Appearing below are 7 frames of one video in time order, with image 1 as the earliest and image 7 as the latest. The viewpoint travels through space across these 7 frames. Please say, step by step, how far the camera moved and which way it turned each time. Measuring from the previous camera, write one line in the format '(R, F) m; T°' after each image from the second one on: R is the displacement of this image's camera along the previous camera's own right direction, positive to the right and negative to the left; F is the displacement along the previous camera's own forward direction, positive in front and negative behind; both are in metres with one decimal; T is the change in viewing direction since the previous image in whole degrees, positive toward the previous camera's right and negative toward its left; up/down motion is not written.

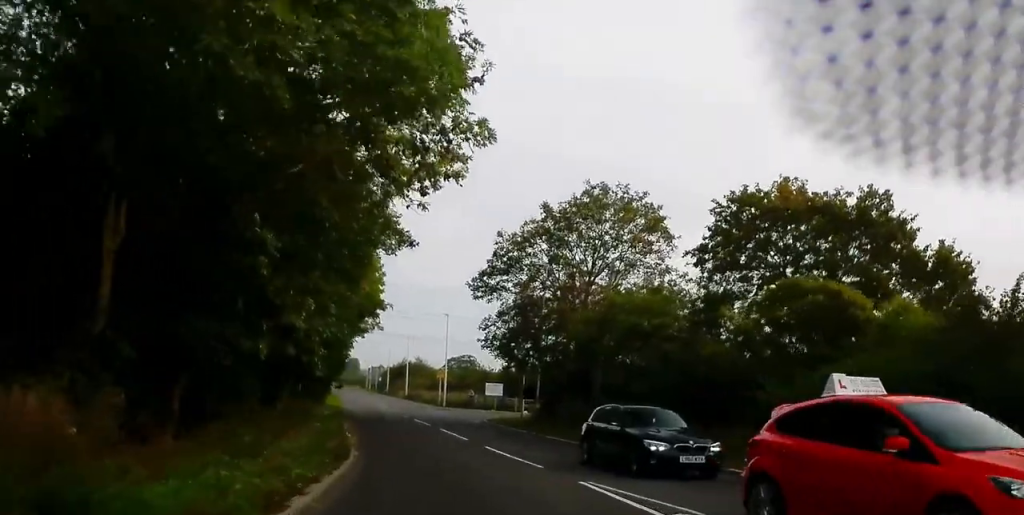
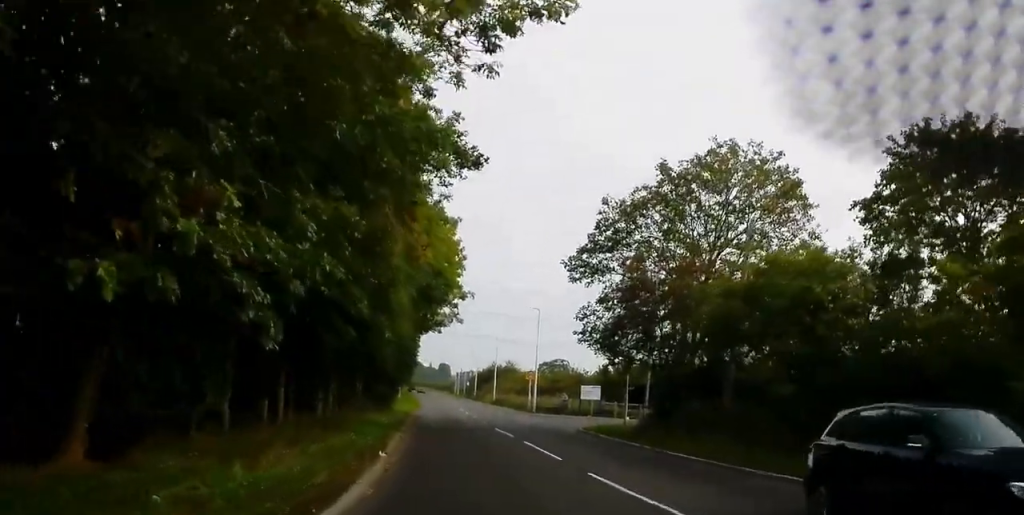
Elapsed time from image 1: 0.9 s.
(-0.3, +7.4) m; -4°
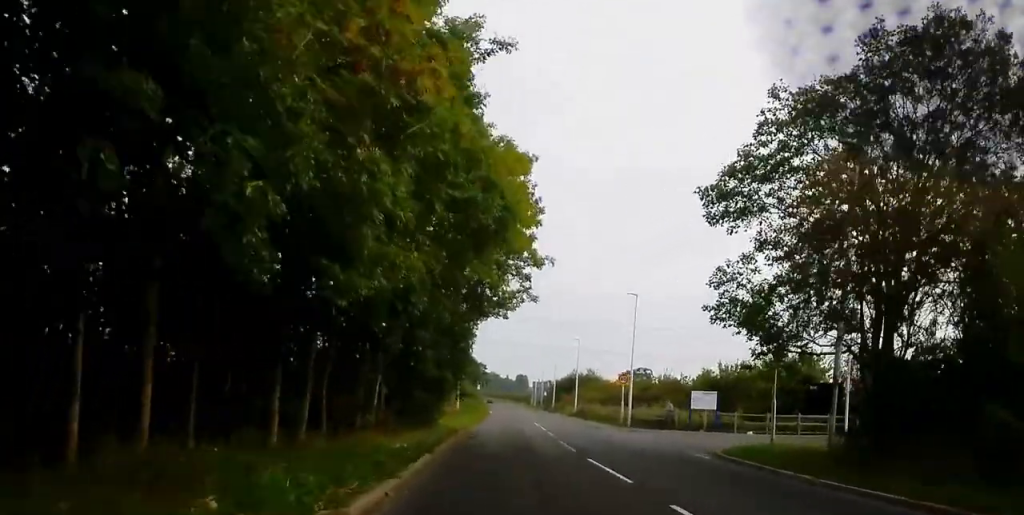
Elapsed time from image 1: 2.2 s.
(-1.0, +12.8) m; -8°
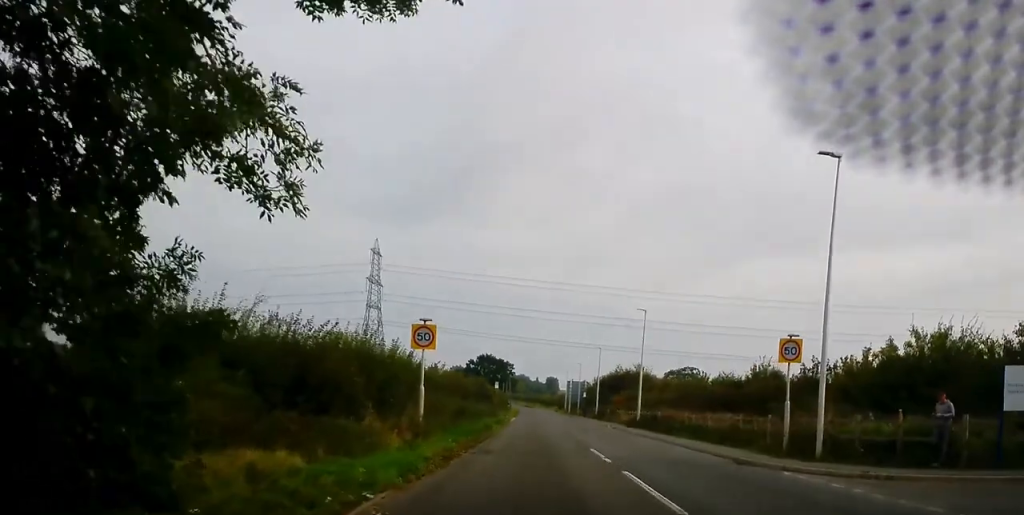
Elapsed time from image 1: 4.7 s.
(-1.3, +27.8) m; -3°
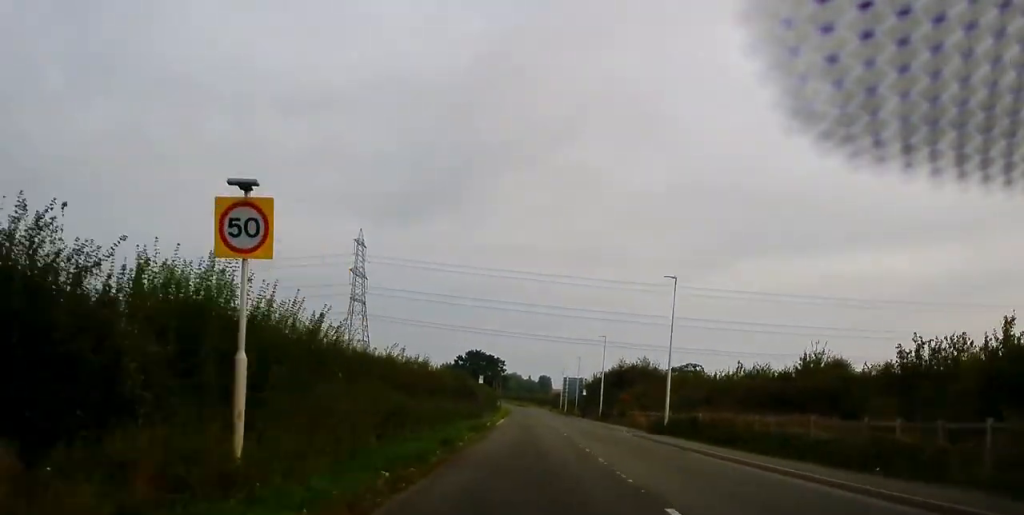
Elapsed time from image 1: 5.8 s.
(0.0, +13.6) m; 0°
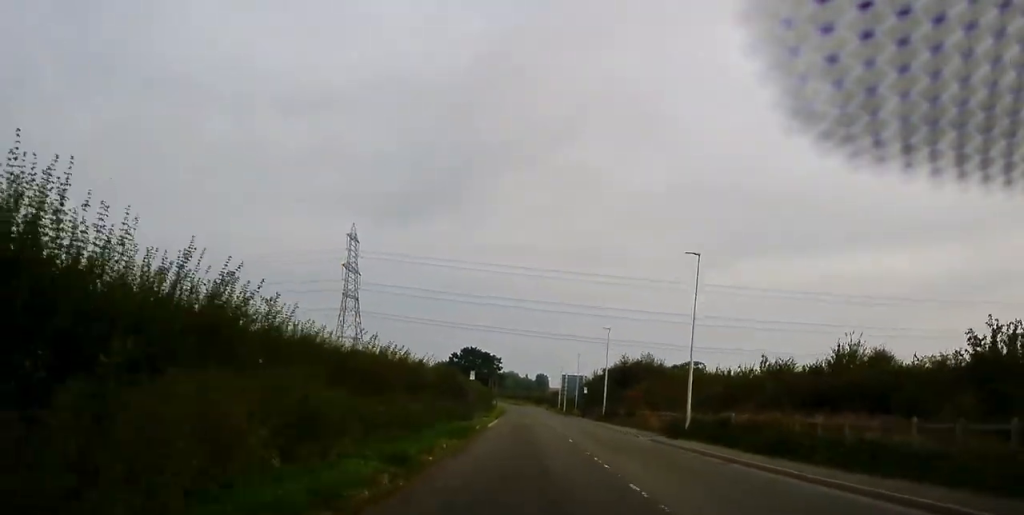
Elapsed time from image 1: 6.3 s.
(0.0, +6.2) m; 0°
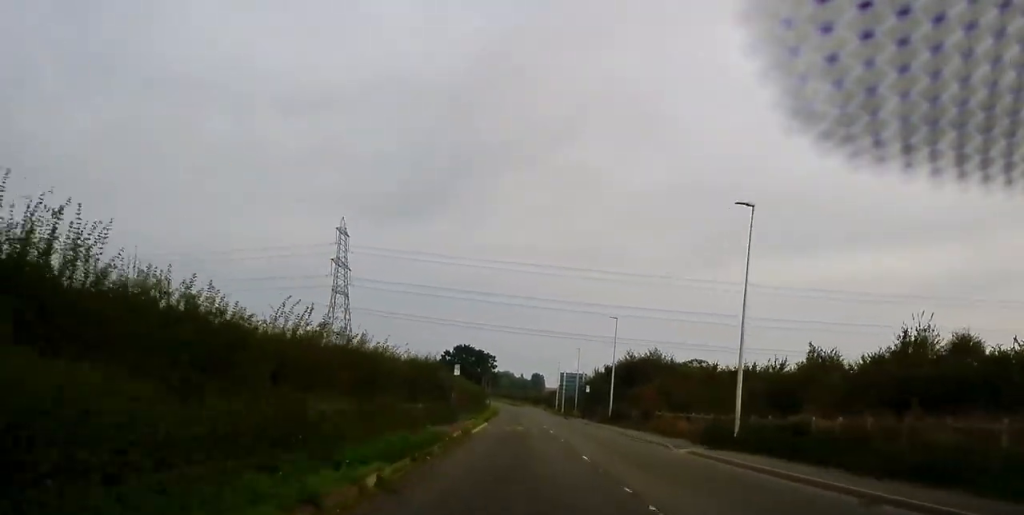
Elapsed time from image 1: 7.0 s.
(0.0, +8.7) m; 0°
